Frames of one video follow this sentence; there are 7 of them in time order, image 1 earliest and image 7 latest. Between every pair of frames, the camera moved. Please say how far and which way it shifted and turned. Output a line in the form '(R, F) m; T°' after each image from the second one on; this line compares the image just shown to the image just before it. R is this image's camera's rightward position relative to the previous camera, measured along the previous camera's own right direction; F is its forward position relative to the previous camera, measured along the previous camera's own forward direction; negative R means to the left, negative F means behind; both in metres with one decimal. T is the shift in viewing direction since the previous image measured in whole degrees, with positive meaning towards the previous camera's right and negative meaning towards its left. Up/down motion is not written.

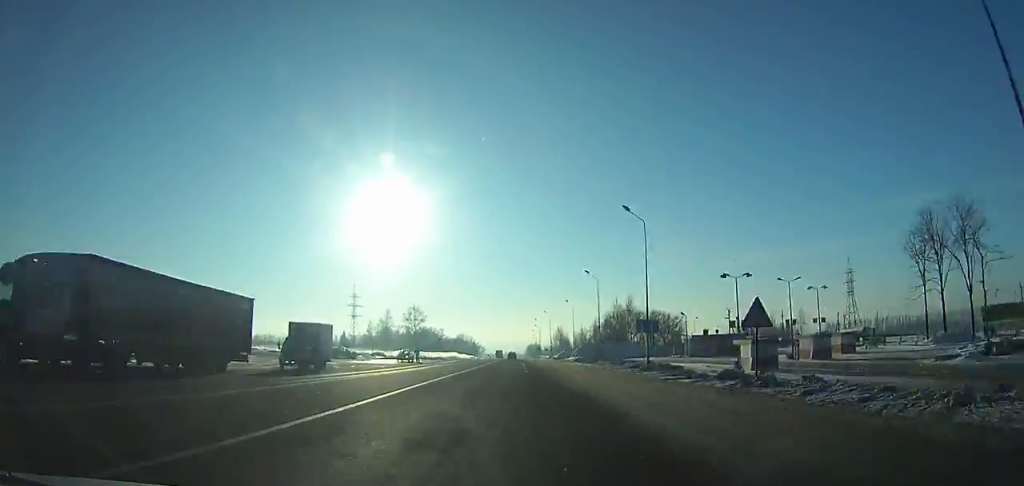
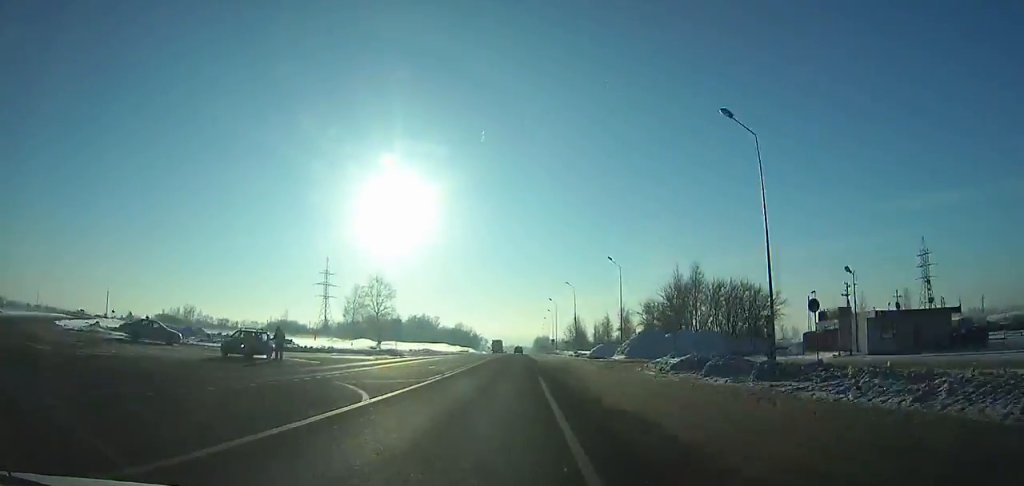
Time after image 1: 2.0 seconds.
(-0.1, +47.0) m; 0°
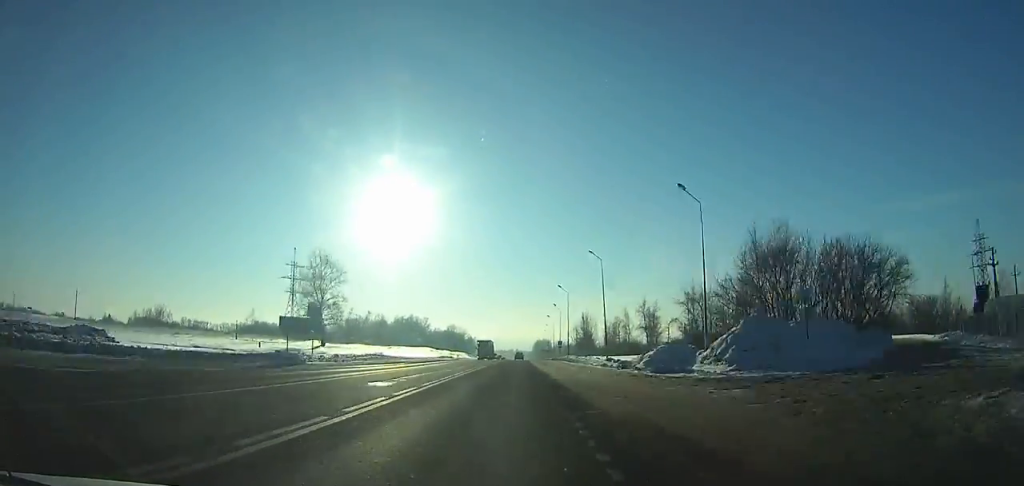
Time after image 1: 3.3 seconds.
(0.0, +30.7) m; 0°
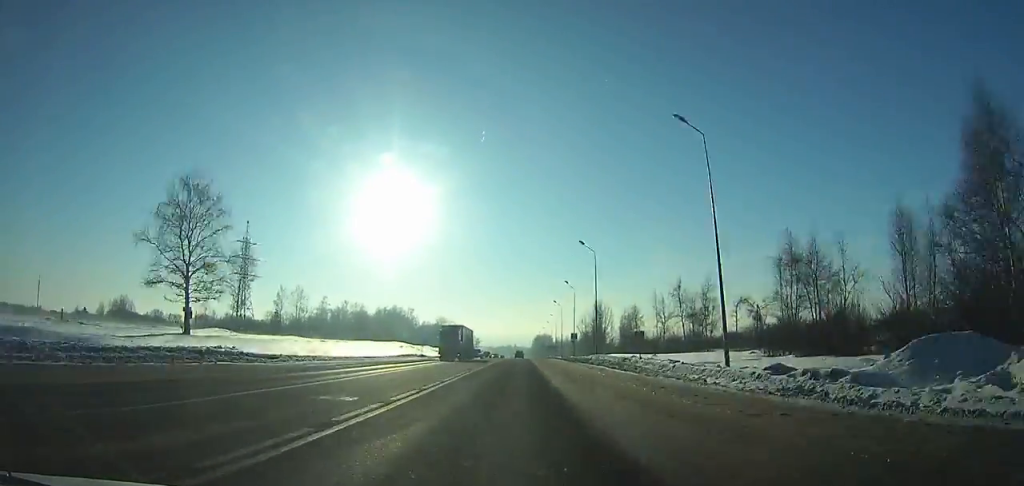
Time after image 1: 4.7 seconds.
(0.0, +33.1) m; 0°
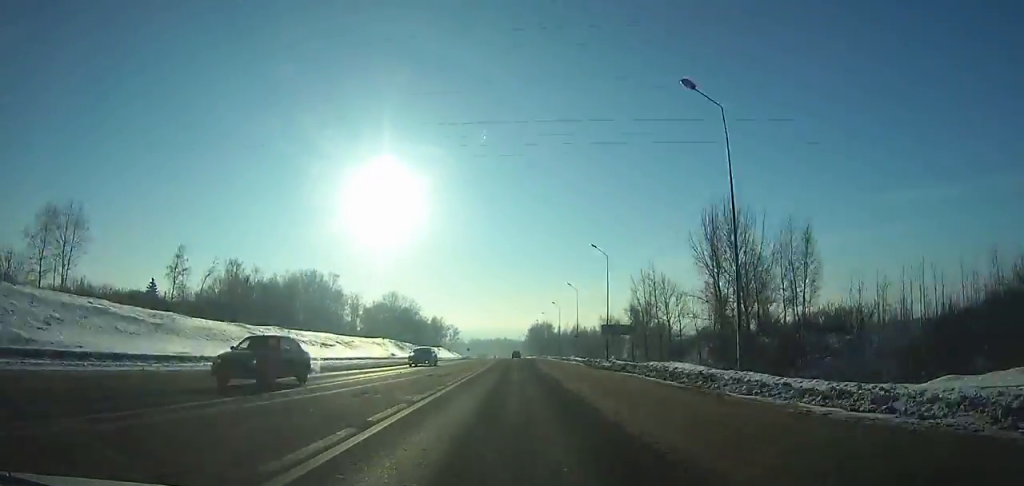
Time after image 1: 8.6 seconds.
(+0.4, +92.0) m; 0°
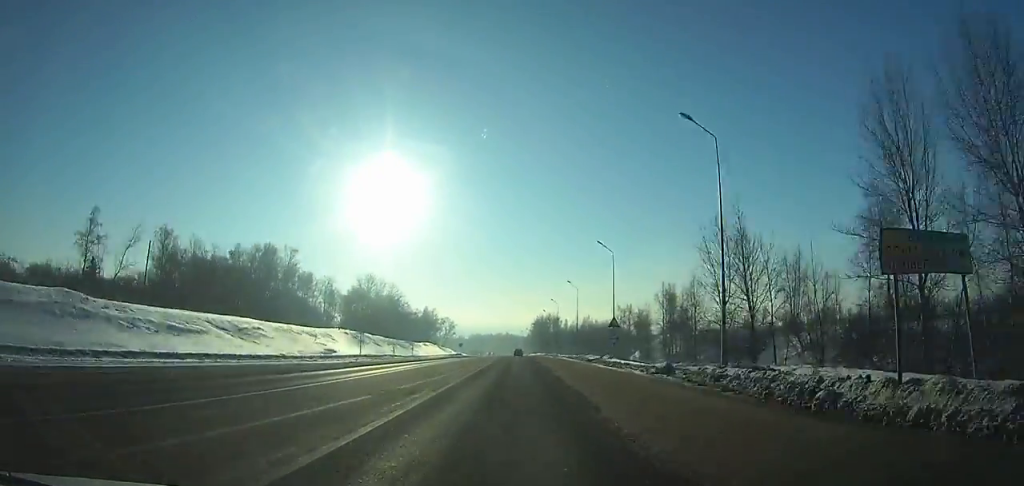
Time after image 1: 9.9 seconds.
(0.0, +30.6) m; 0°
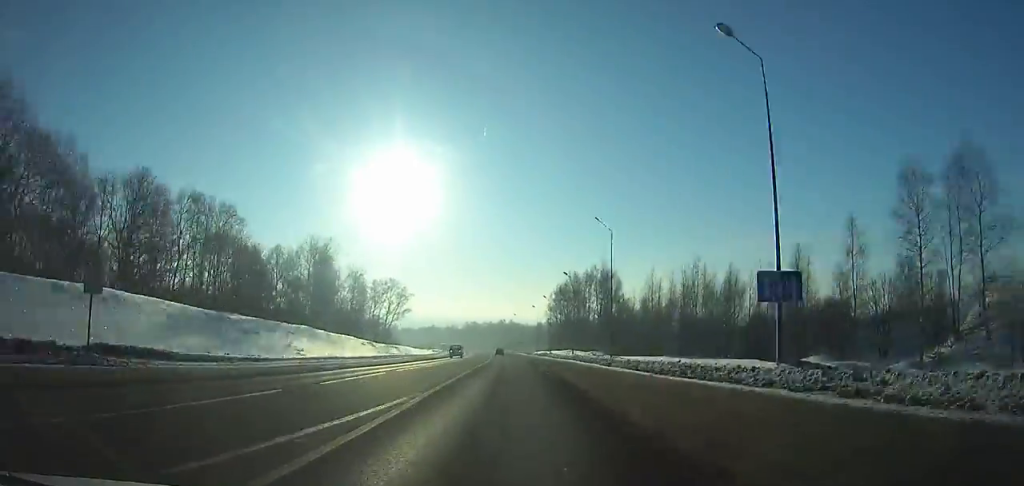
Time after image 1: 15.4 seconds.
(-0.8, +128.7) m; -2°
